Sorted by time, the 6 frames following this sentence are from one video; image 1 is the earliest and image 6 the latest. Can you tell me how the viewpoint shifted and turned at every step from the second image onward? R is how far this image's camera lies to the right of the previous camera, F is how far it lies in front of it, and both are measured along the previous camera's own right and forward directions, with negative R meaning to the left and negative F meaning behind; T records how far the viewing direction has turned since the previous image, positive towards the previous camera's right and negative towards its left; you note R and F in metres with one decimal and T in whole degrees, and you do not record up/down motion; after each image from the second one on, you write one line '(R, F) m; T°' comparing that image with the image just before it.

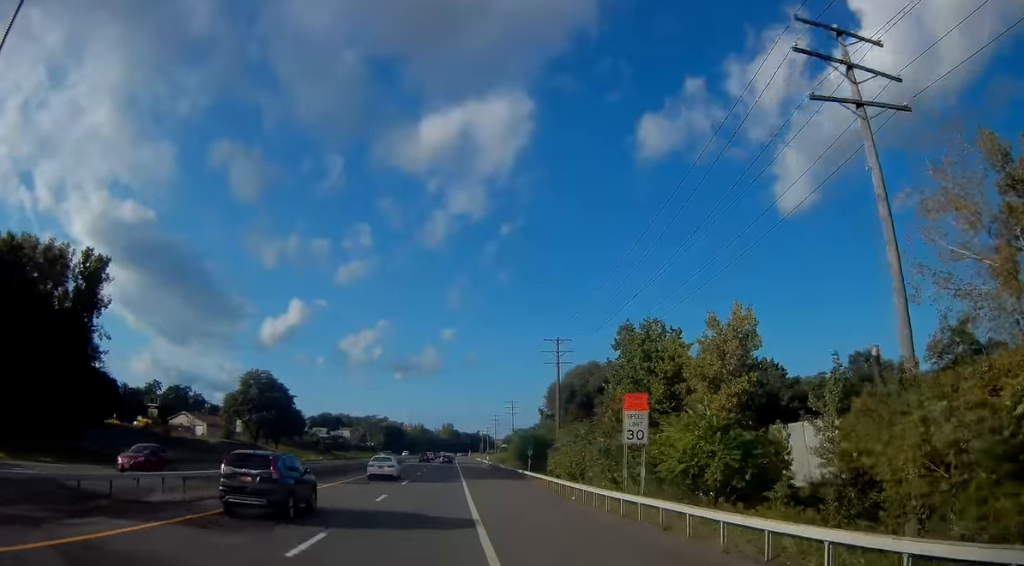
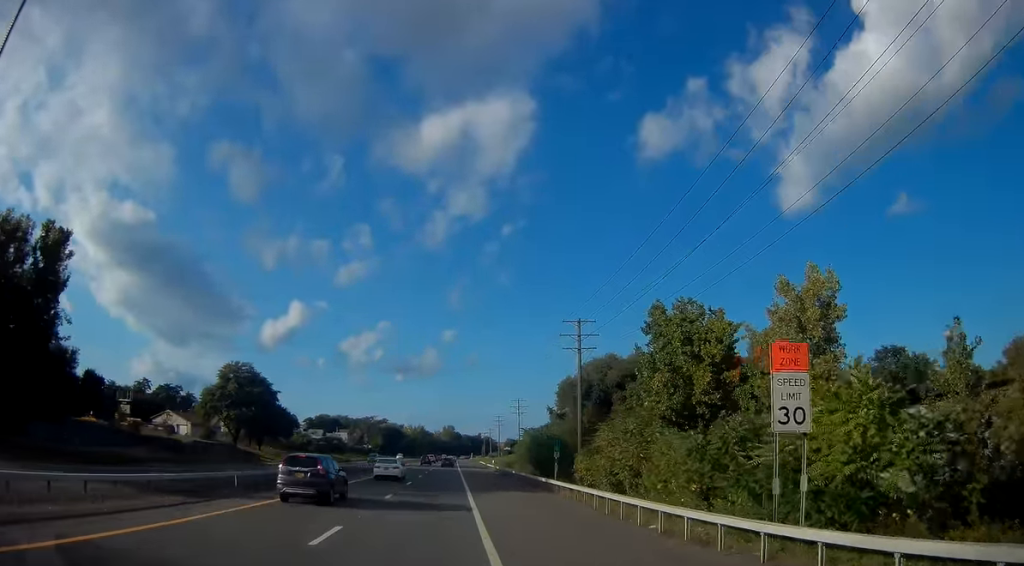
(-0.1, +10.8) m; 0°
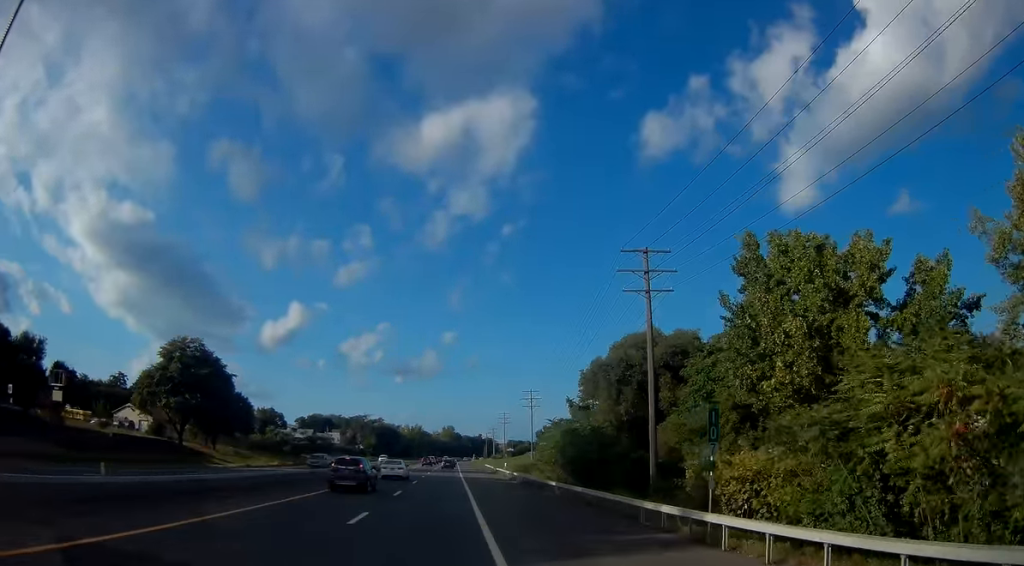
(0.0, +20.2) m; 0°
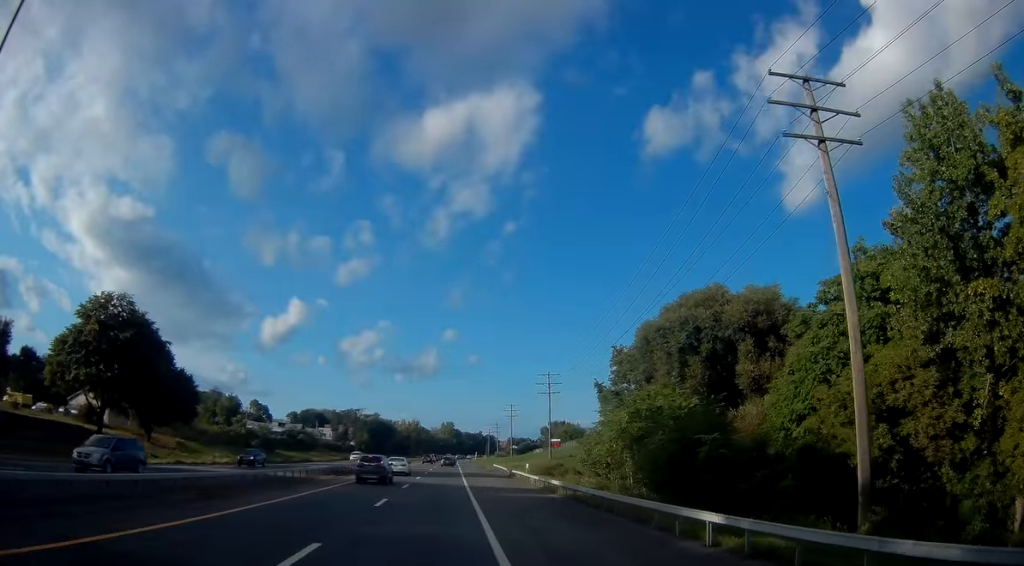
(+0.2, +19.3) m; 0°
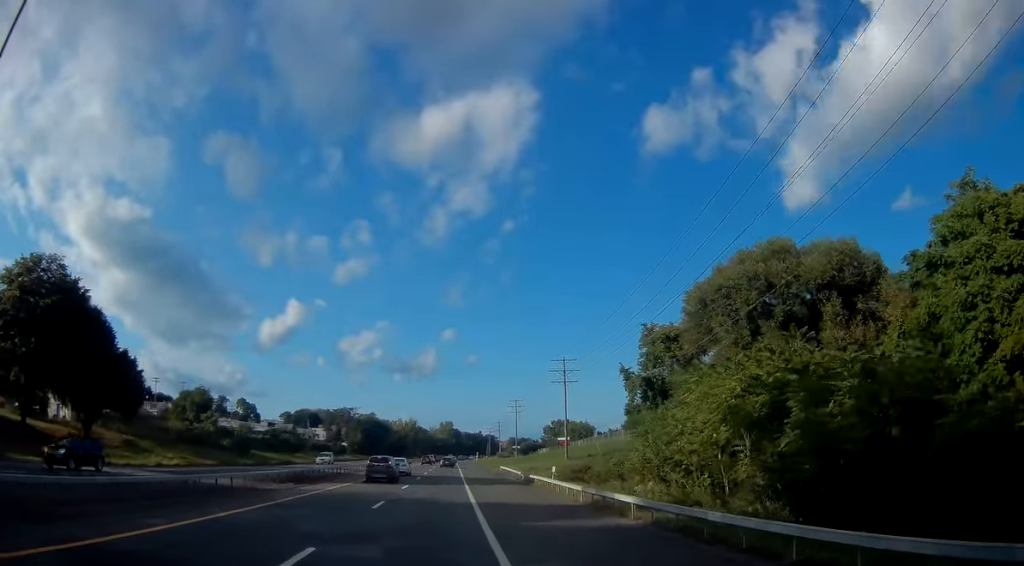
(-0.2, +12.8) m; 0°
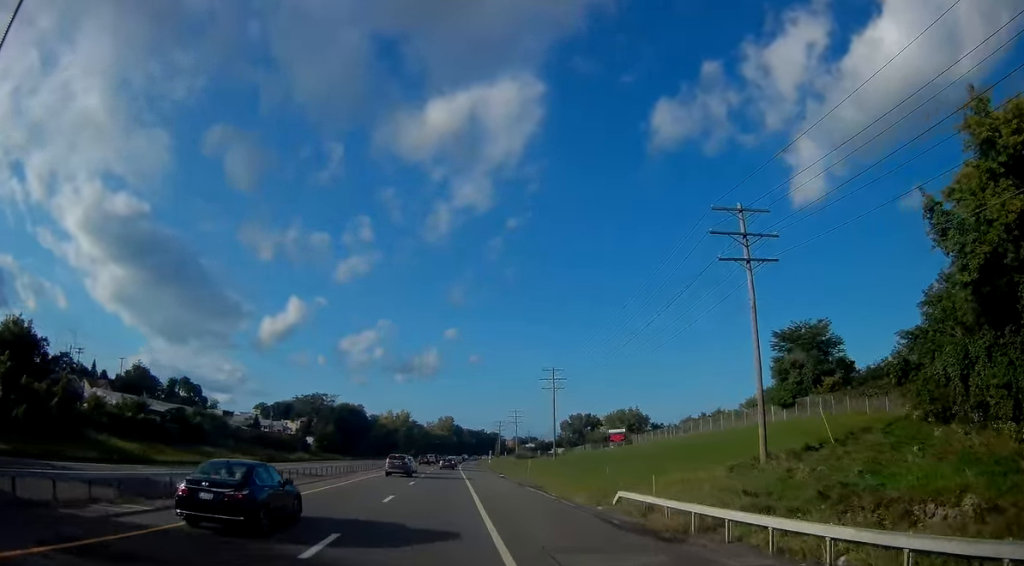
(+0.1, +46.7) m; 0°
